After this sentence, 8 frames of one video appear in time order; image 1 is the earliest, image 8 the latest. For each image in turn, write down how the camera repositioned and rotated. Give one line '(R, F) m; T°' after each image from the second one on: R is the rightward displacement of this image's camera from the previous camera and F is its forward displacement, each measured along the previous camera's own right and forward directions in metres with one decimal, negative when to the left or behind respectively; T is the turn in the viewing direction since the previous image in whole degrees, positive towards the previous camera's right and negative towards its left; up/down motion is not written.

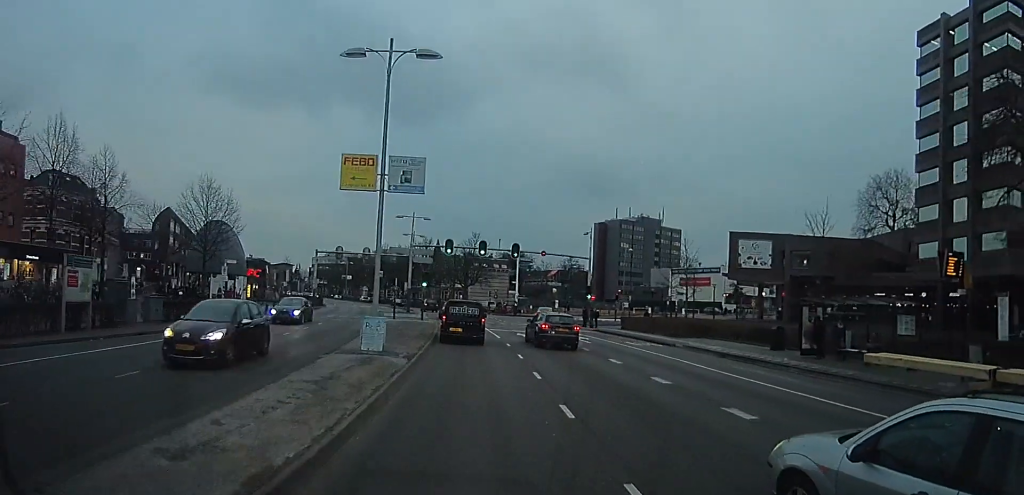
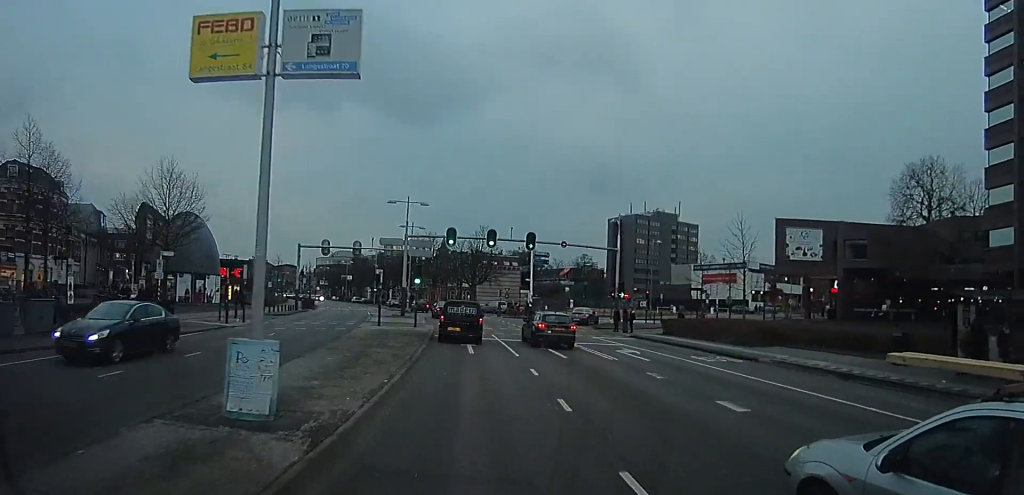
(0.0, +7.3) m; 0°
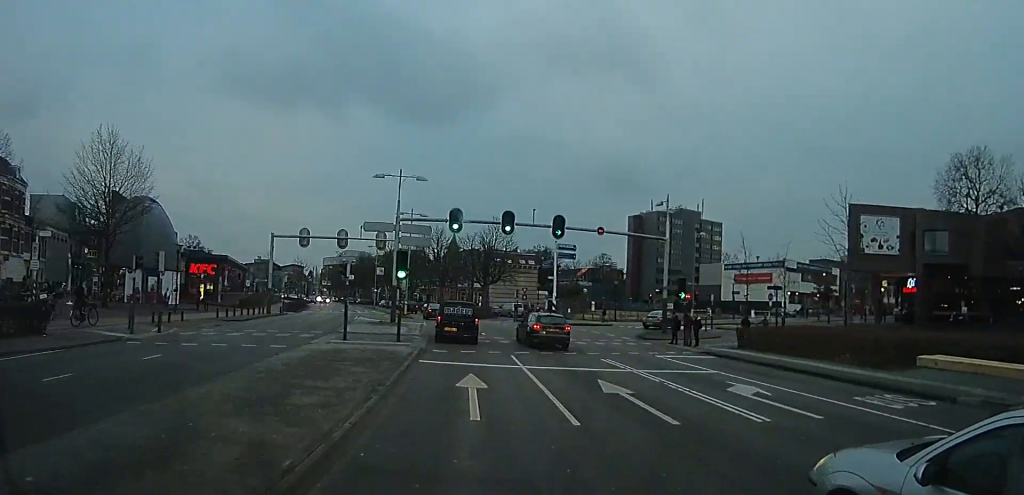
(0.0, +8.6) m; -1°
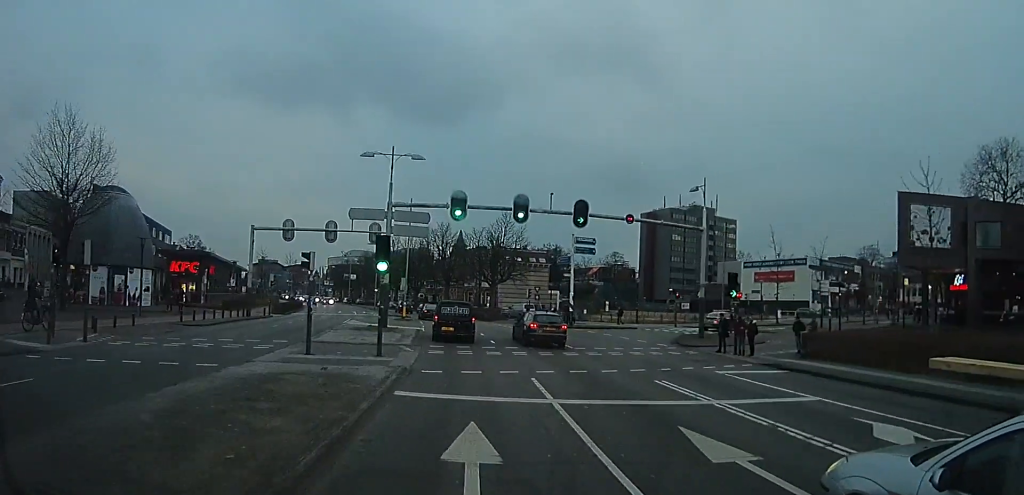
(-0.1, +4.7) m; -1°
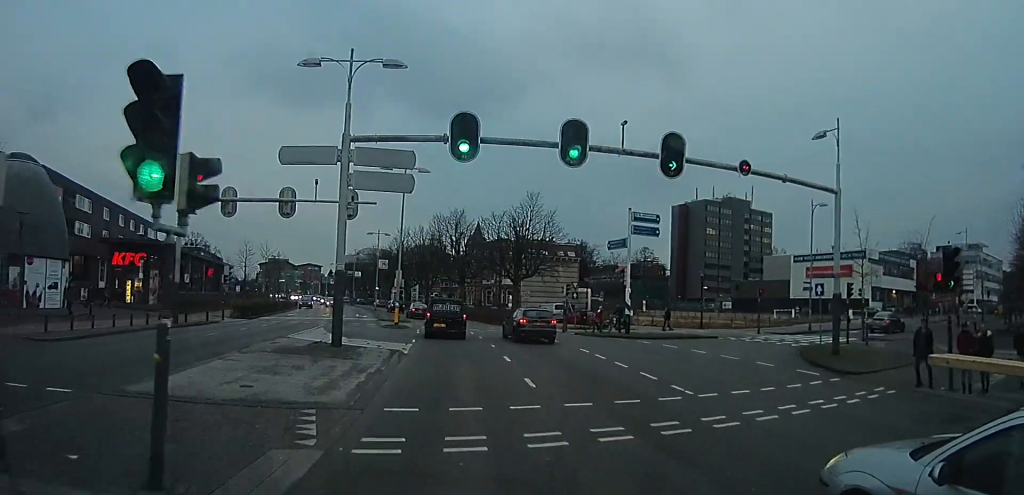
(-0.2, +10.7) m; -1°
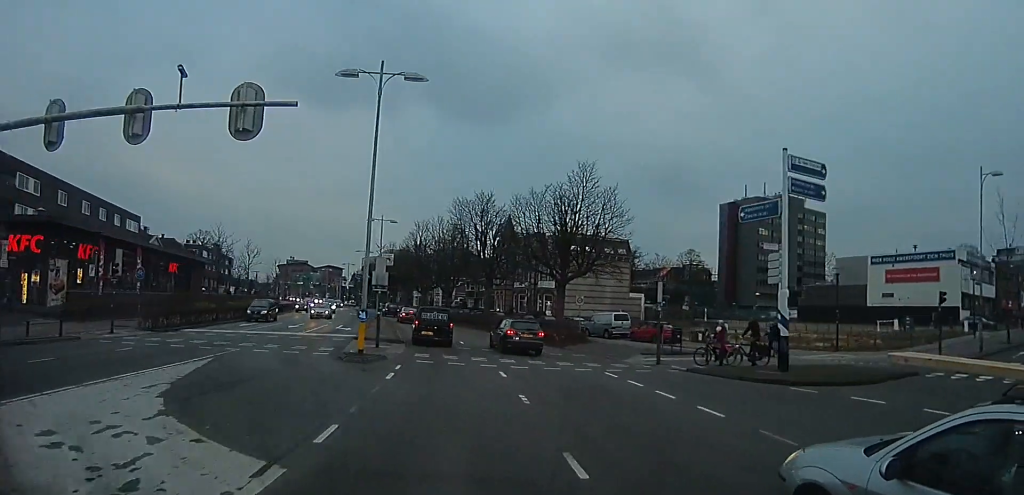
(-0.2, +15.4) m; -2°
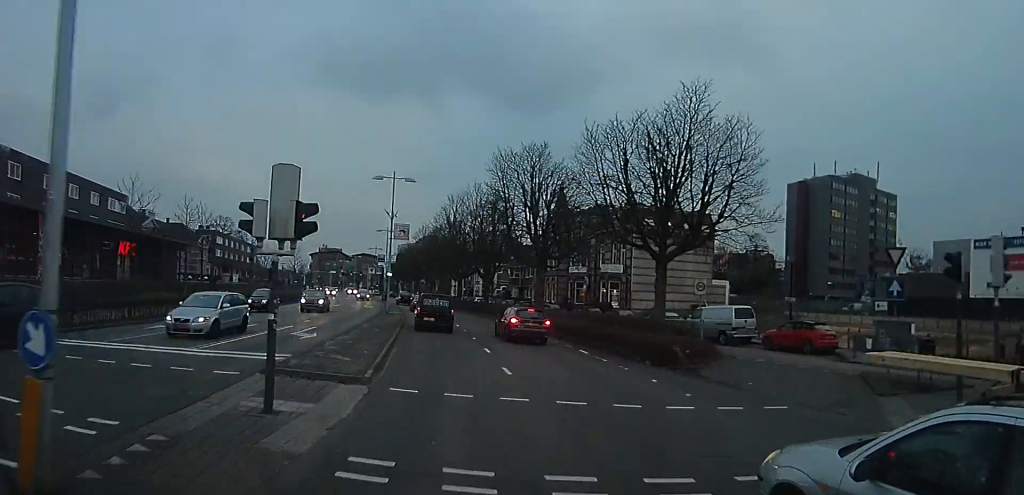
(-0.4, +15.9) m; -6°
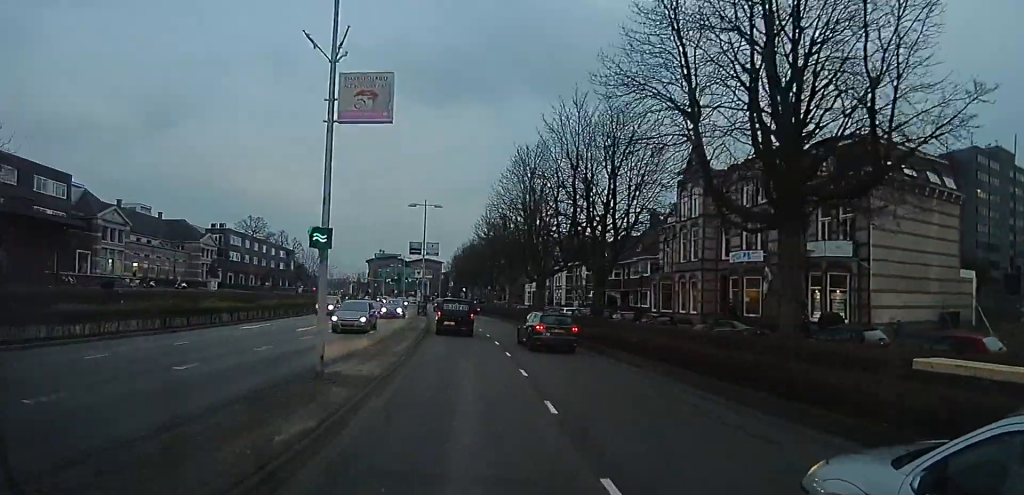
(-2.8, +26.8) m; -8°
